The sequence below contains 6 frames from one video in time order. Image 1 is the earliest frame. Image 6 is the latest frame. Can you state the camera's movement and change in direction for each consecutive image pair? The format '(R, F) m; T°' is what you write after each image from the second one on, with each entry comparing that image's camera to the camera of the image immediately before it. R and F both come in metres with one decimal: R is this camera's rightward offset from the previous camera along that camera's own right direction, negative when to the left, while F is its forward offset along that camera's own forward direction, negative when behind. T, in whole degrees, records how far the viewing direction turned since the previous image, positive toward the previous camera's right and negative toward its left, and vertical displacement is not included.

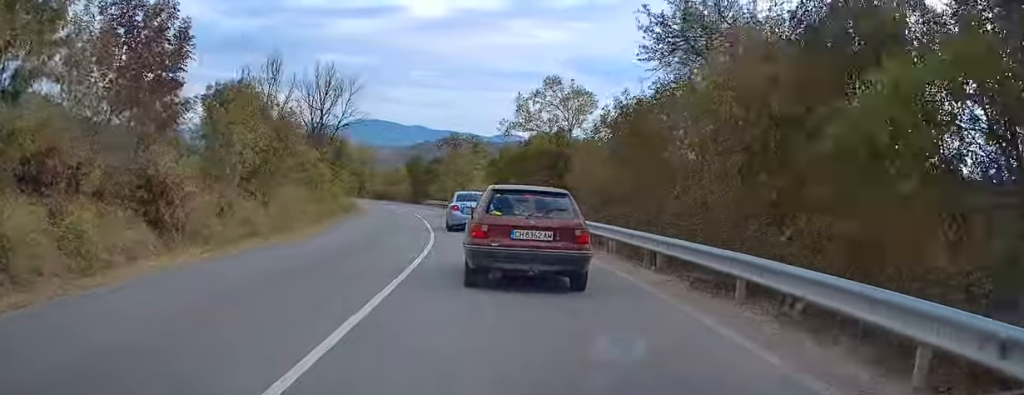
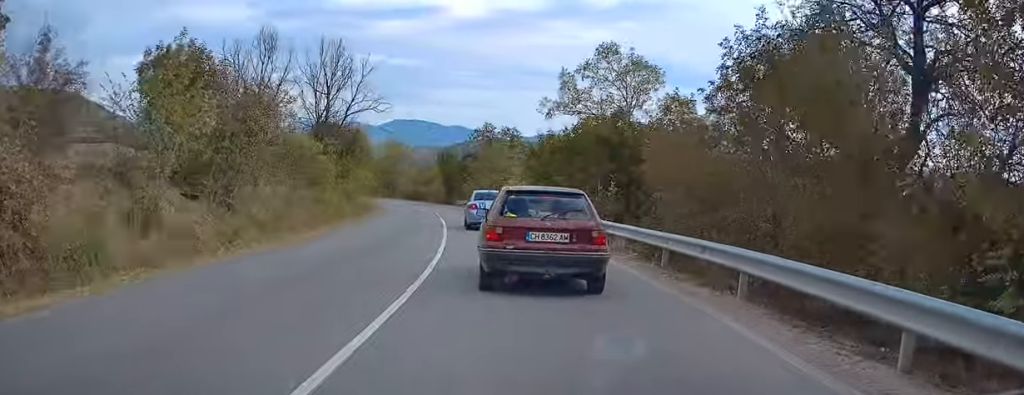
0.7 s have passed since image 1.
(-0.5, +7.2) m; -2°
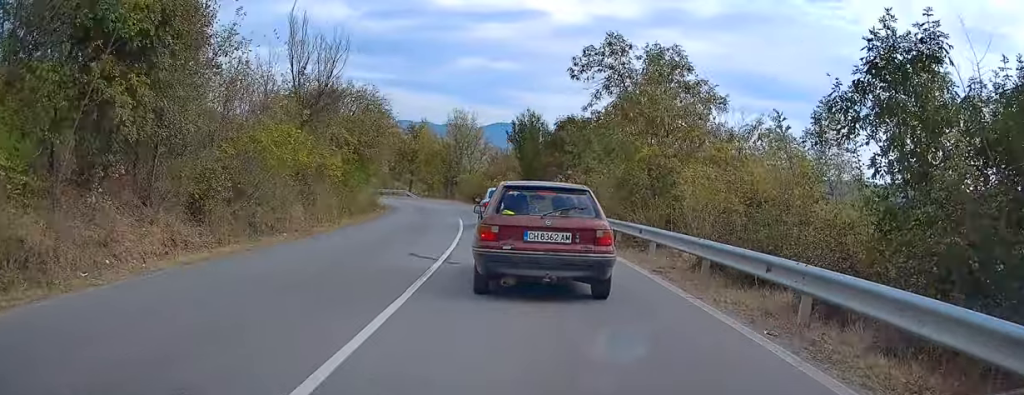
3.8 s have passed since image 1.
(-2.5, +33.2) m; -10°
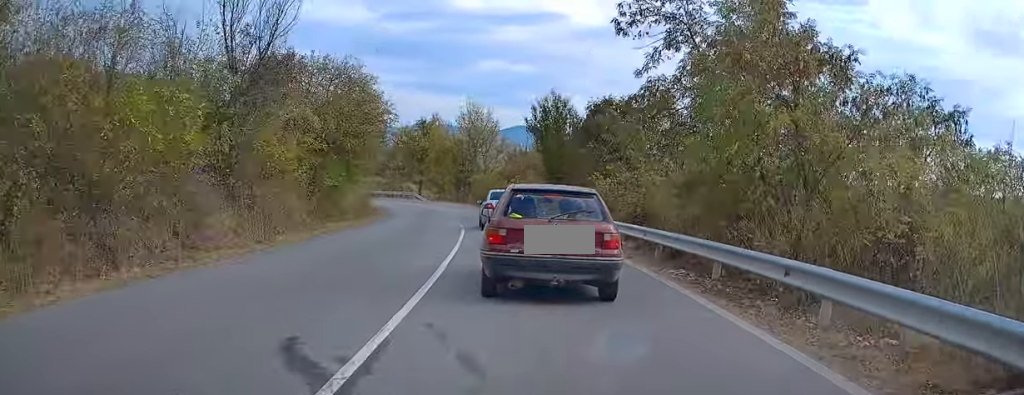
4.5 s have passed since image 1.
(-0.2, +8.0) m; -2°
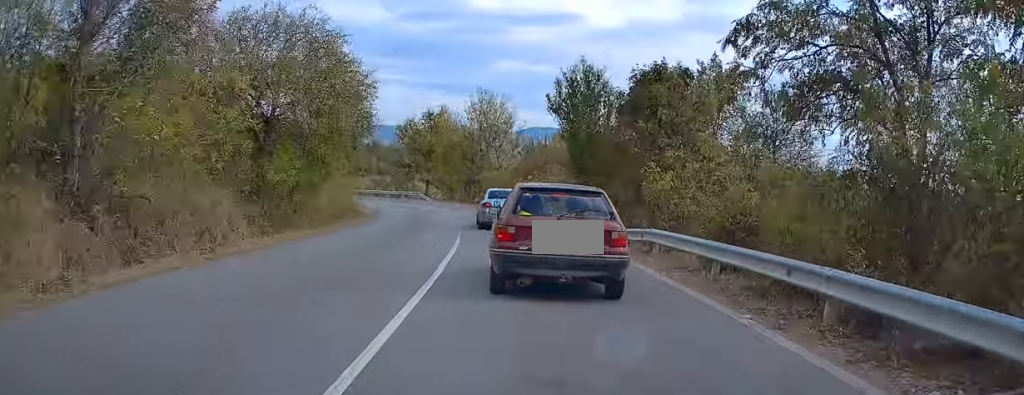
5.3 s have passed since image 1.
(-0.1, +7.9) m; -2°
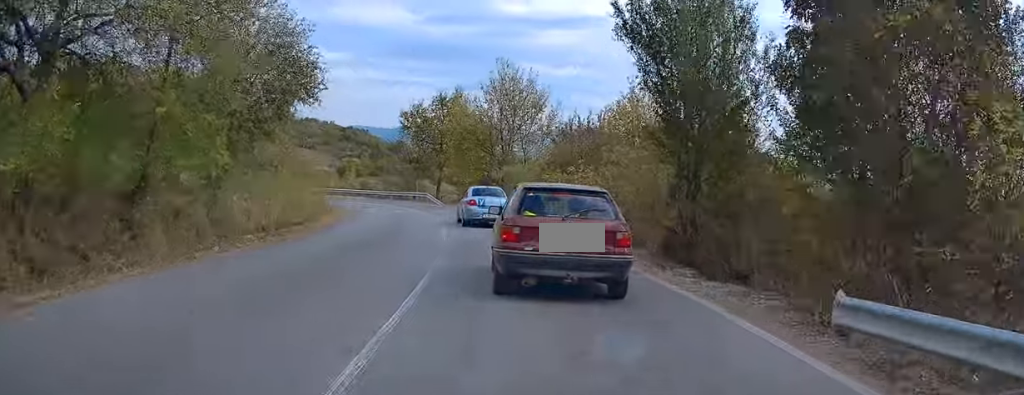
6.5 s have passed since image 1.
(-0.3, +12.6) m; -3°
